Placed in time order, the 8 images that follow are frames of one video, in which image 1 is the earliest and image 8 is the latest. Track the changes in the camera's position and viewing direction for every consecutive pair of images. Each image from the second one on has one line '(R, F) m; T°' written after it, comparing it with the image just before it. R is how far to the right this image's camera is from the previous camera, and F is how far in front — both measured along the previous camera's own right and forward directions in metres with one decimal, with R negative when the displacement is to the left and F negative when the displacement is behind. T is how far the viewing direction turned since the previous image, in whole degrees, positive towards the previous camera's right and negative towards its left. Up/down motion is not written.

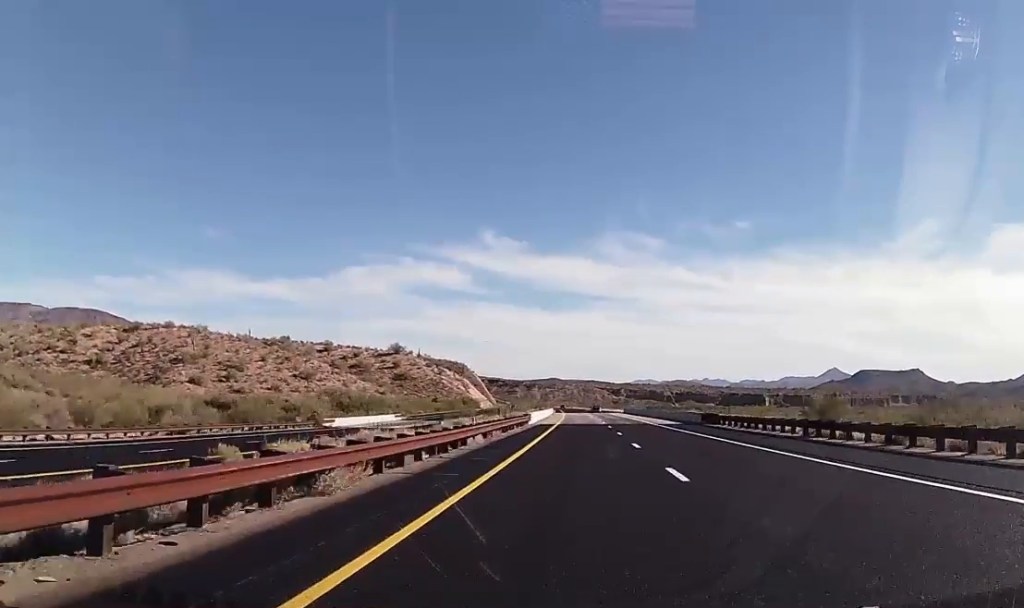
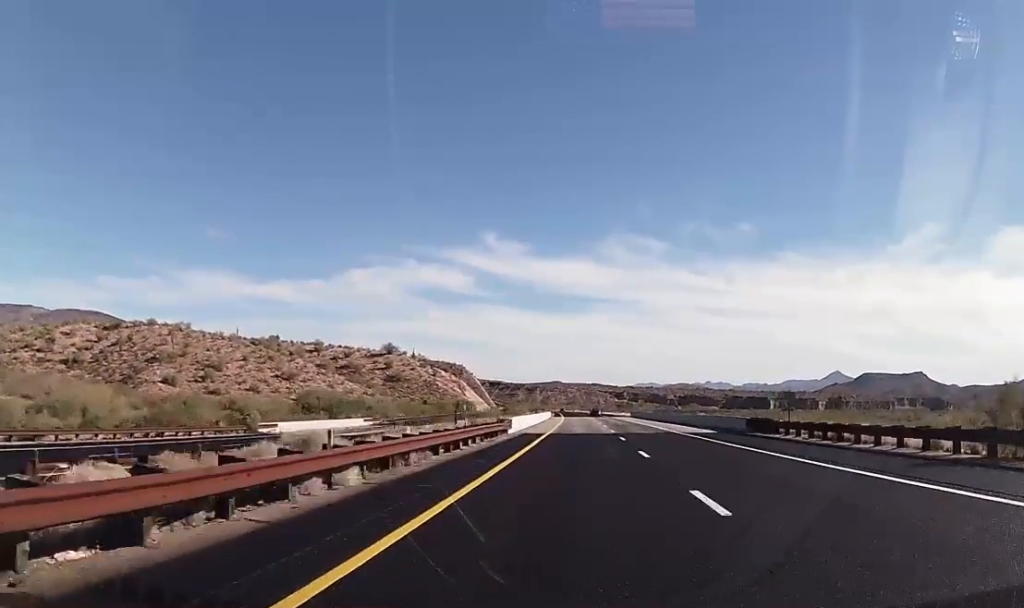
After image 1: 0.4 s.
(+0.2, +16.4) m; 0°
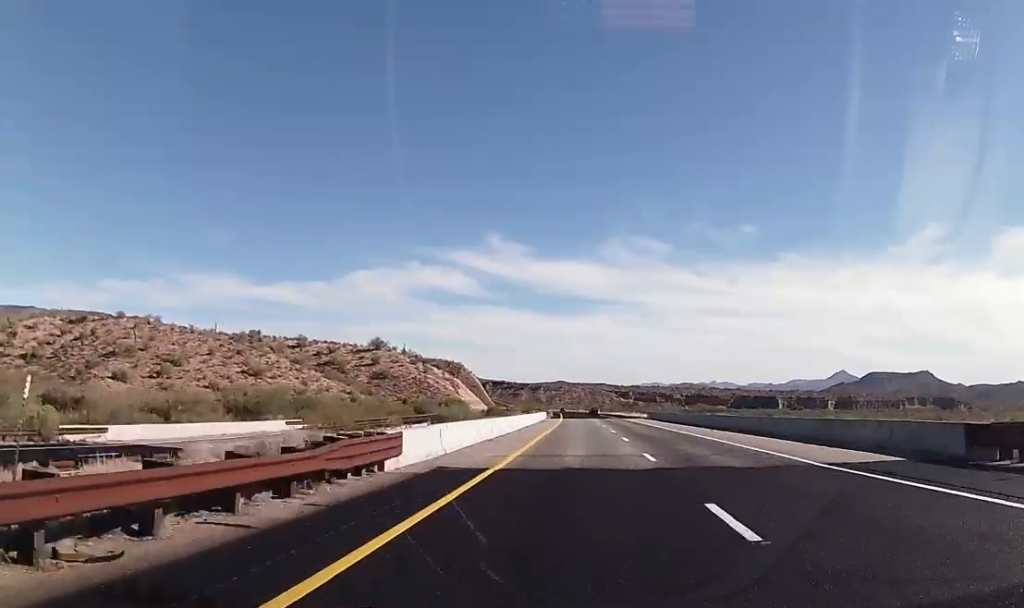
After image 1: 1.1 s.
(-0.2, +26.5) m; -1°
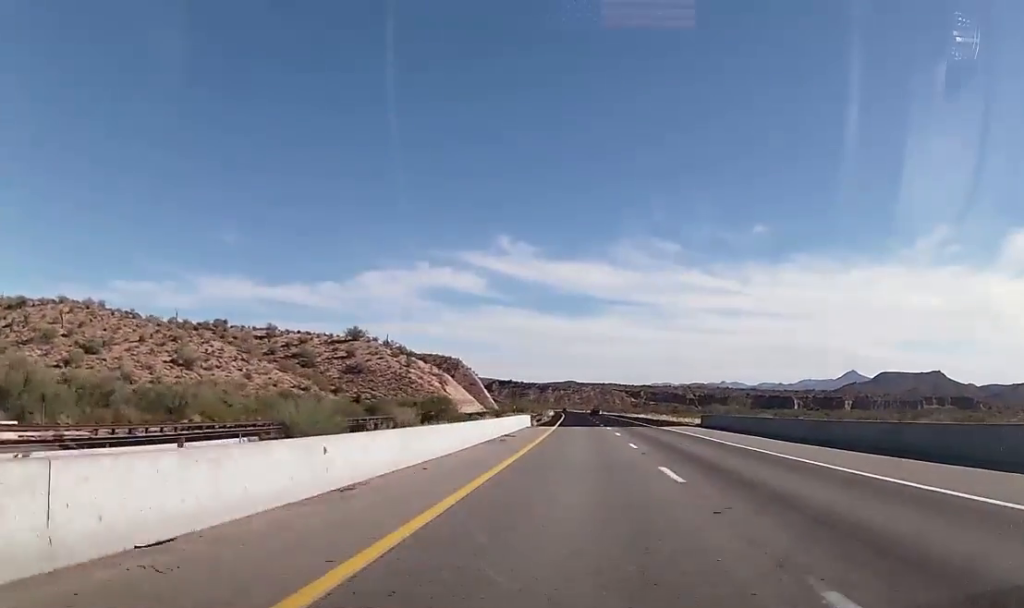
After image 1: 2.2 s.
(-0.4, +41.4) m; -1°
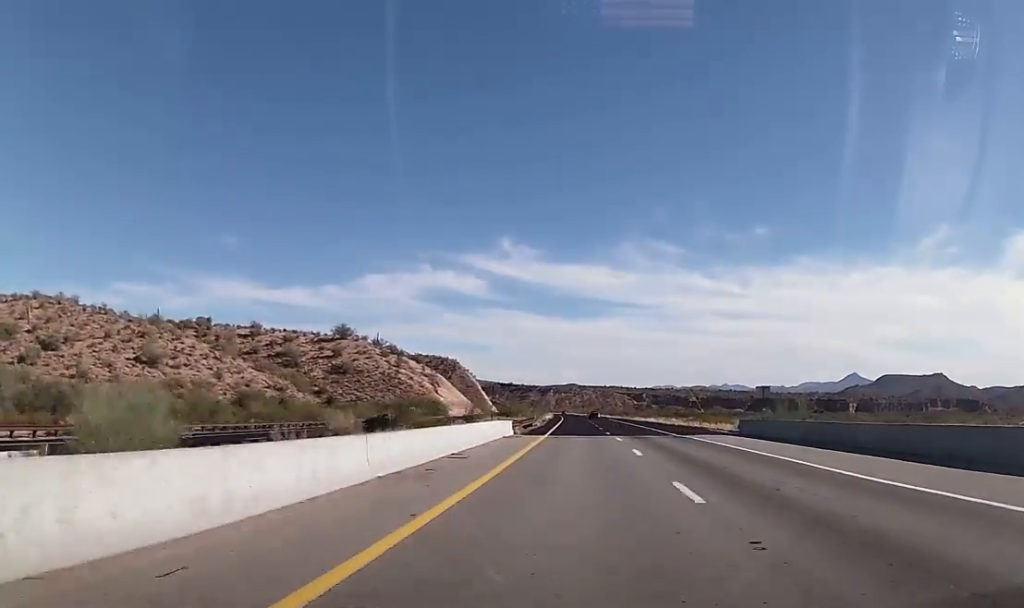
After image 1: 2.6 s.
(0.0, +15.0) m; 0°
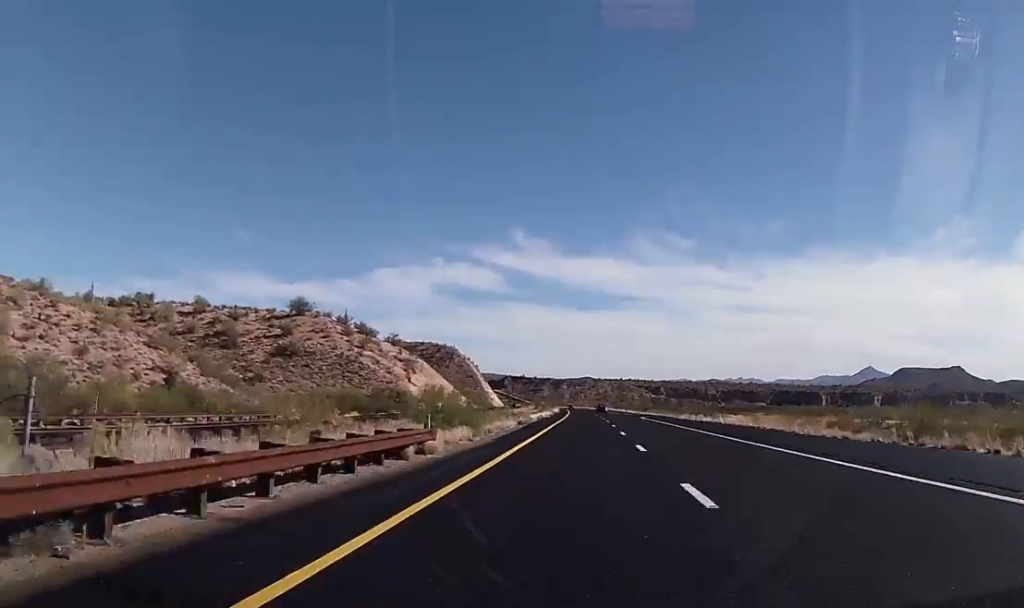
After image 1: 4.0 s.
(-0.3, +50.0) m; -1°
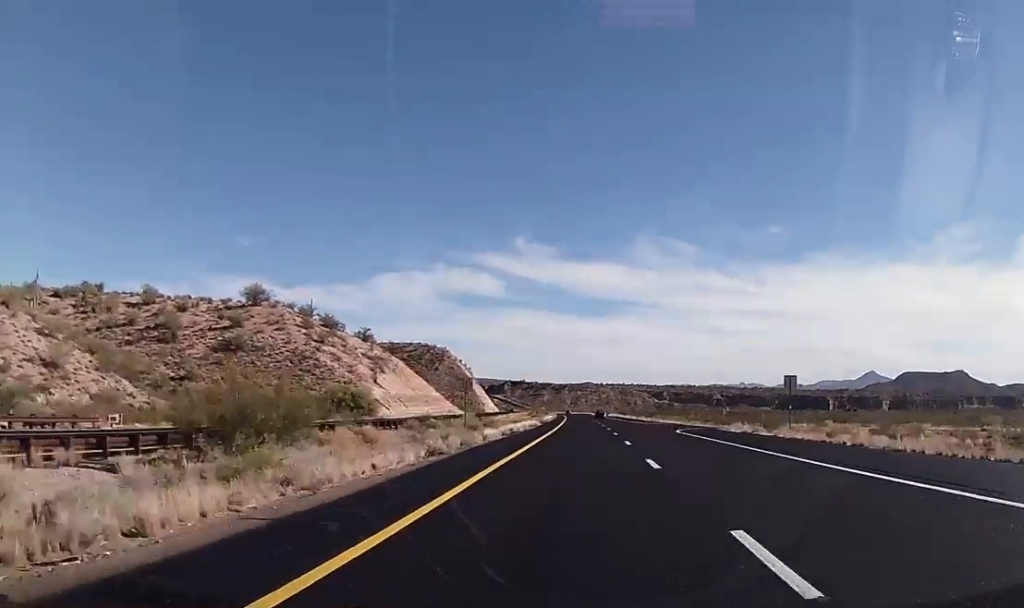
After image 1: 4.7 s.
(-0.1, +28.7) m; 0°
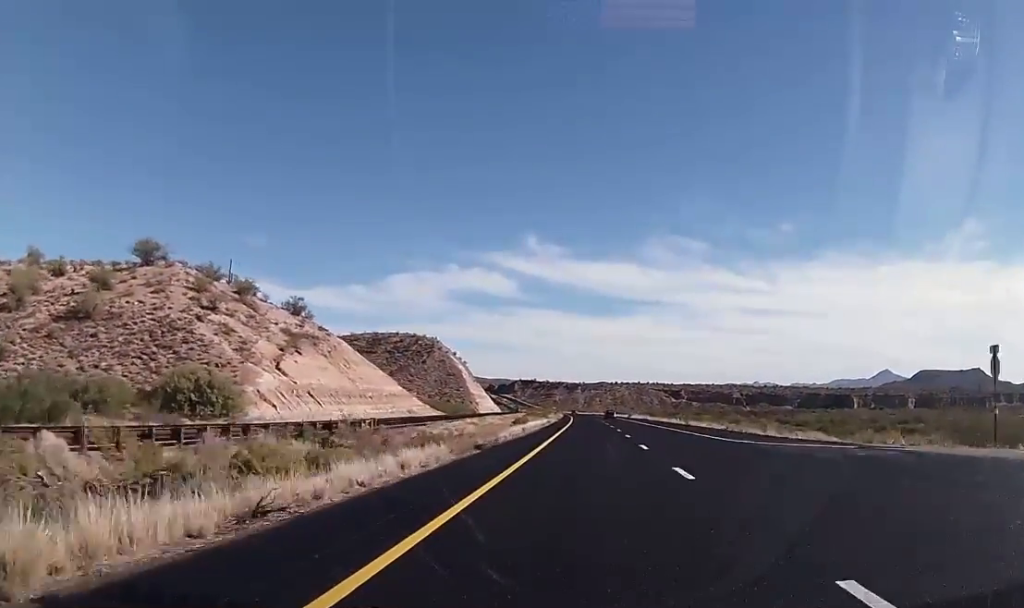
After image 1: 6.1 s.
(-0.3, +51.2) m; -2°
